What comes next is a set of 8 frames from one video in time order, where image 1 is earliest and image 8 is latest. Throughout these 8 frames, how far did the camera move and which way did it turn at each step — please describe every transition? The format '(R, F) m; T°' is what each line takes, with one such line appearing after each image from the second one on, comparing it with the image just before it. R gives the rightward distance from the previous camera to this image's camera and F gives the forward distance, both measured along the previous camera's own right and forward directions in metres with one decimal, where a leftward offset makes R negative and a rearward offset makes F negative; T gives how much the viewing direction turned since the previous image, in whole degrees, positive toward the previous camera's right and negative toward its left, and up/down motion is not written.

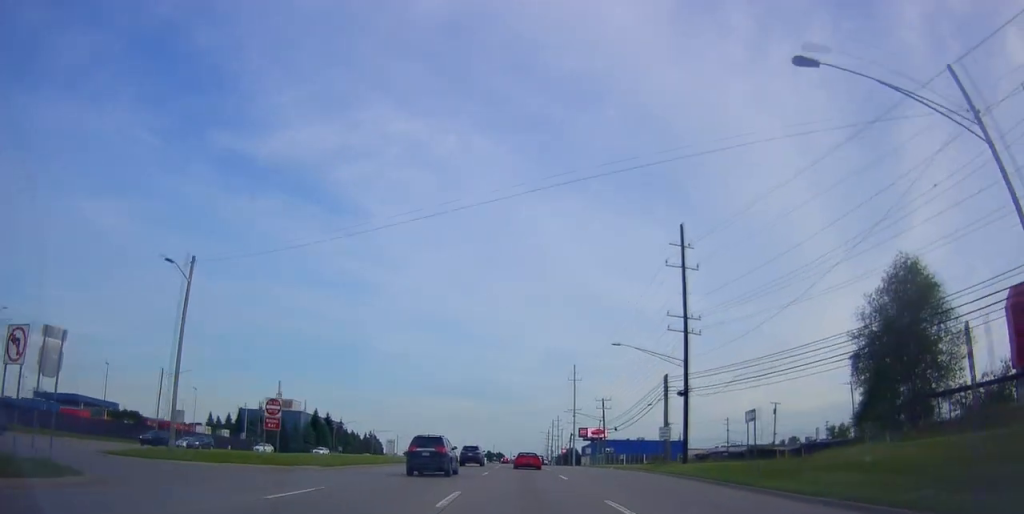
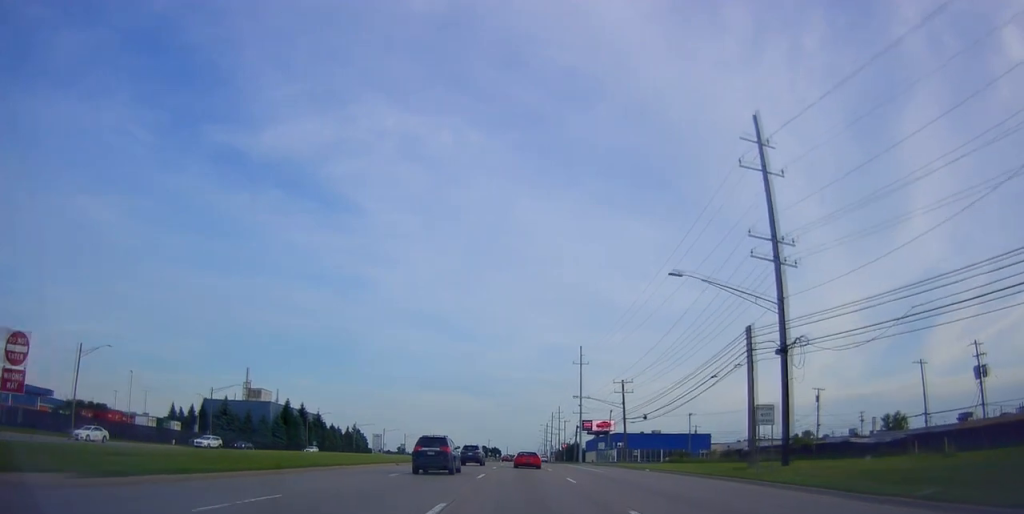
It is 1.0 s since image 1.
(+0.2, +19.7) m; +1°
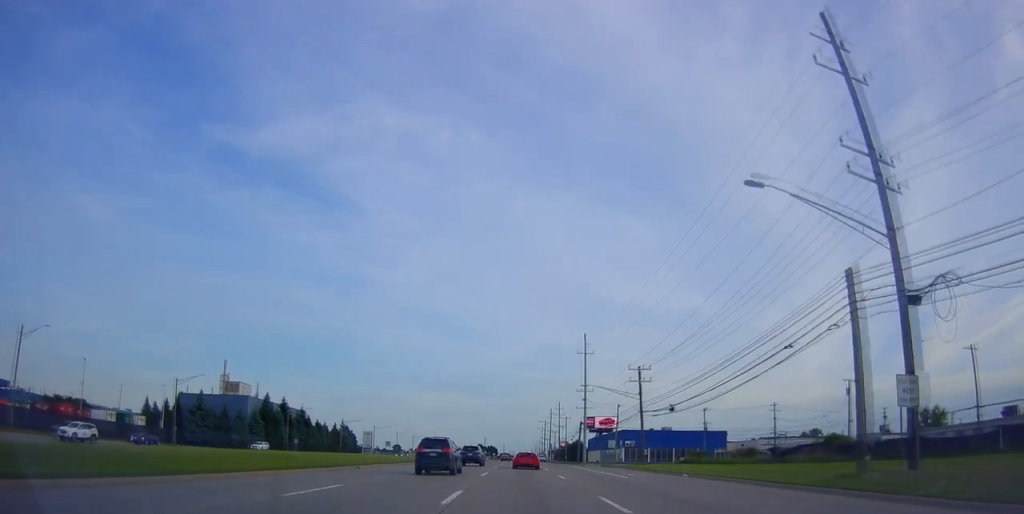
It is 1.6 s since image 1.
(0.0, +11.4) m; 0°
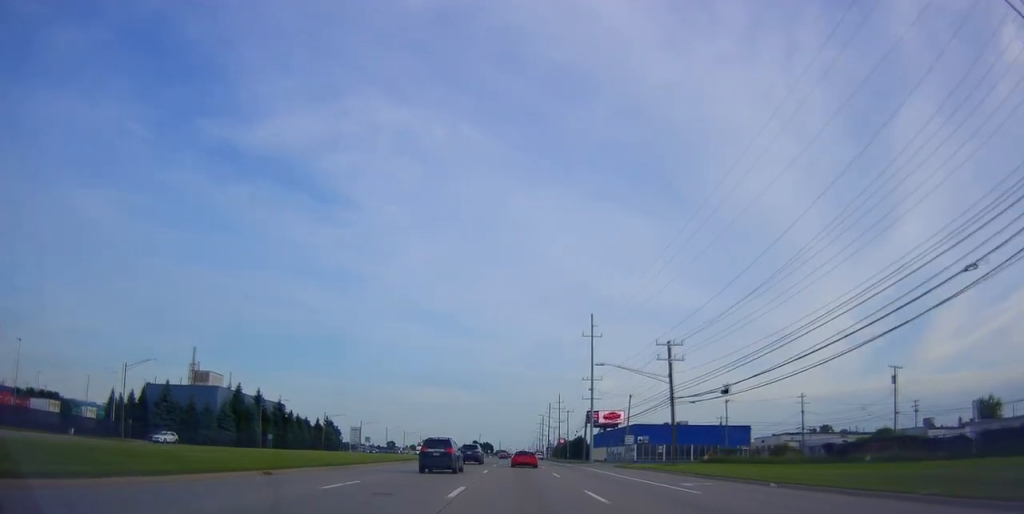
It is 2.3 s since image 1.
(0.0, +13.6) m; 0°
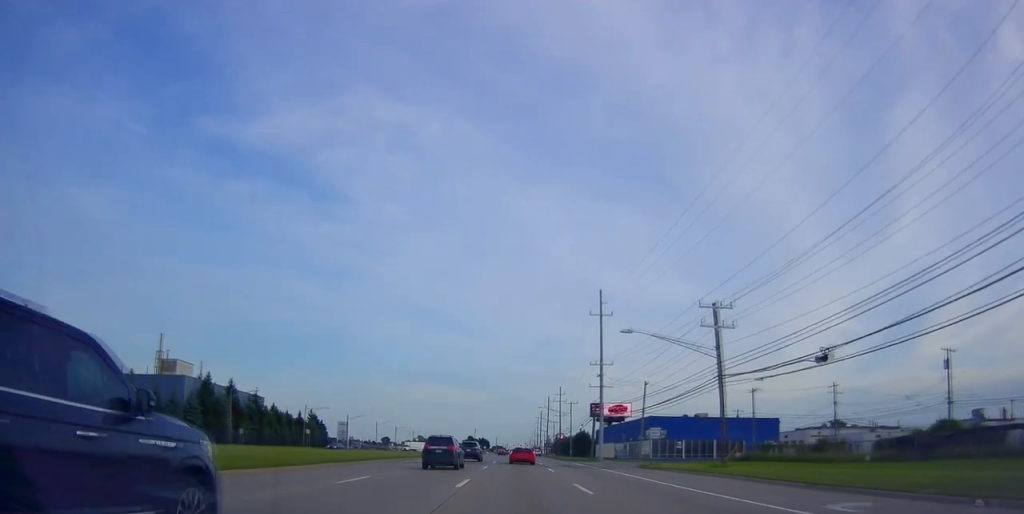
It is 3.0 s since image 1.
(0.0, +12.7) m; 0°
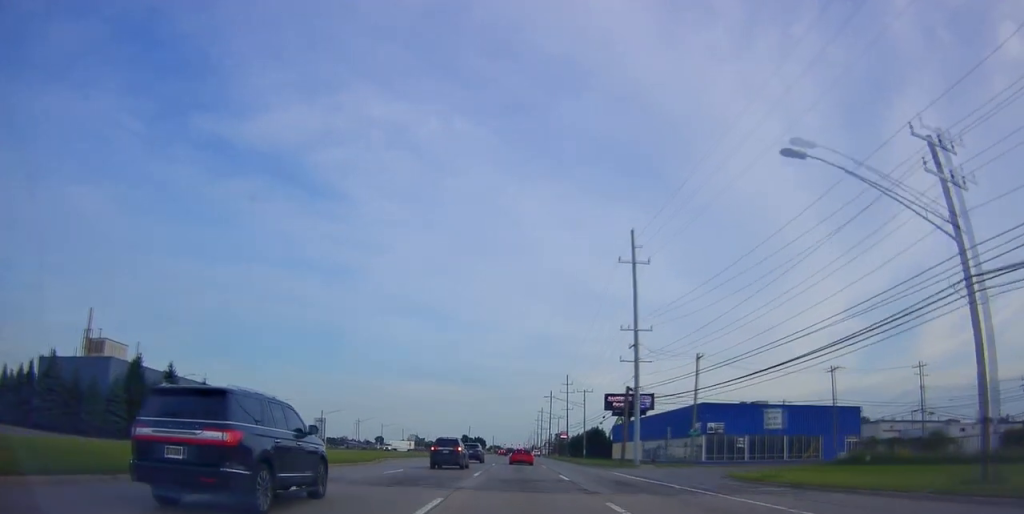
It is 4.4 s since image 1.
(0.0, +23.5) m; 0°
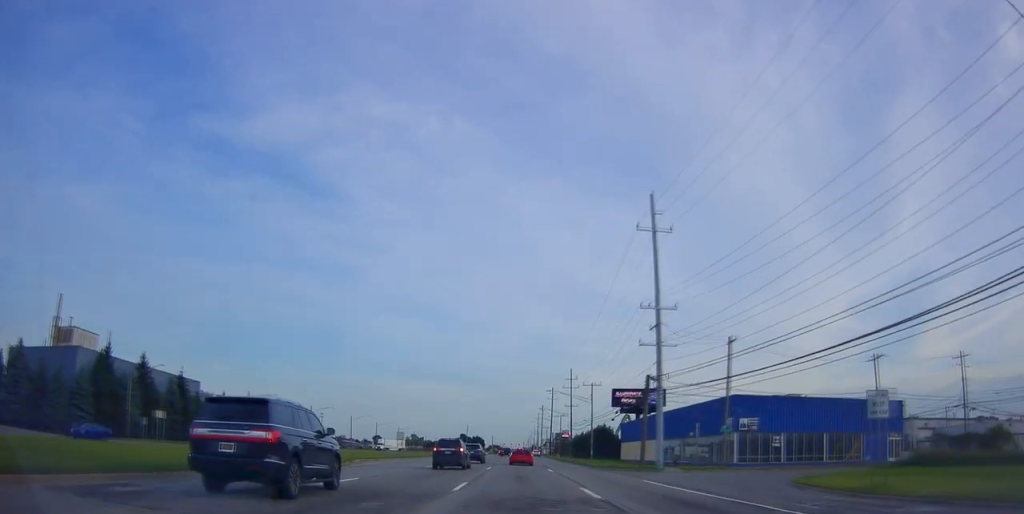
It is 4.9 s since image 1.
(0.0, +8.7) m; 0°
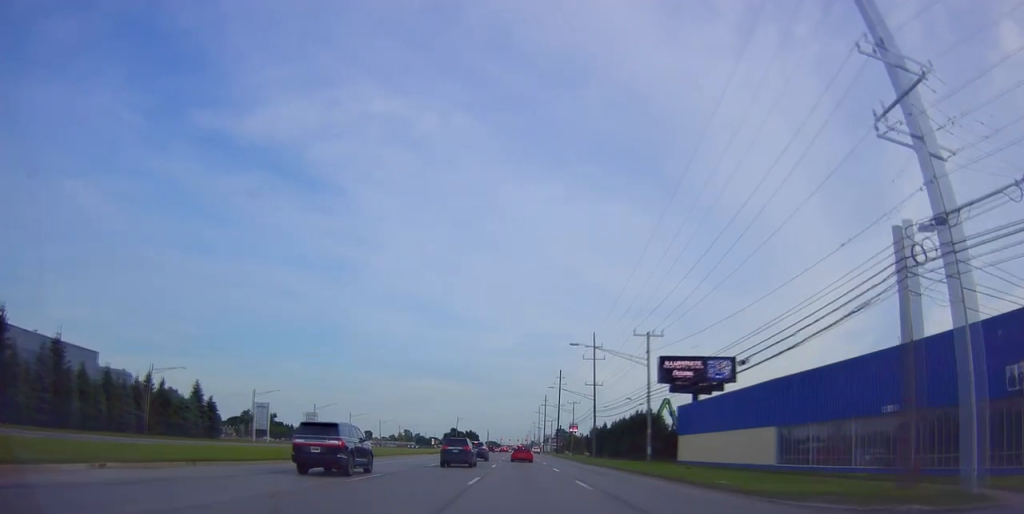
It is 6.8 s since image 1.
(+0.5, +33.2) m; +1°
